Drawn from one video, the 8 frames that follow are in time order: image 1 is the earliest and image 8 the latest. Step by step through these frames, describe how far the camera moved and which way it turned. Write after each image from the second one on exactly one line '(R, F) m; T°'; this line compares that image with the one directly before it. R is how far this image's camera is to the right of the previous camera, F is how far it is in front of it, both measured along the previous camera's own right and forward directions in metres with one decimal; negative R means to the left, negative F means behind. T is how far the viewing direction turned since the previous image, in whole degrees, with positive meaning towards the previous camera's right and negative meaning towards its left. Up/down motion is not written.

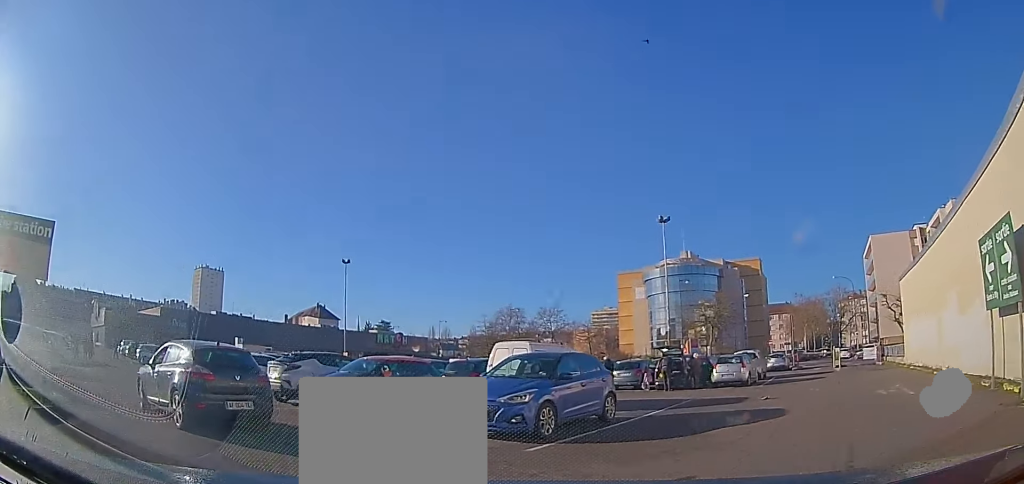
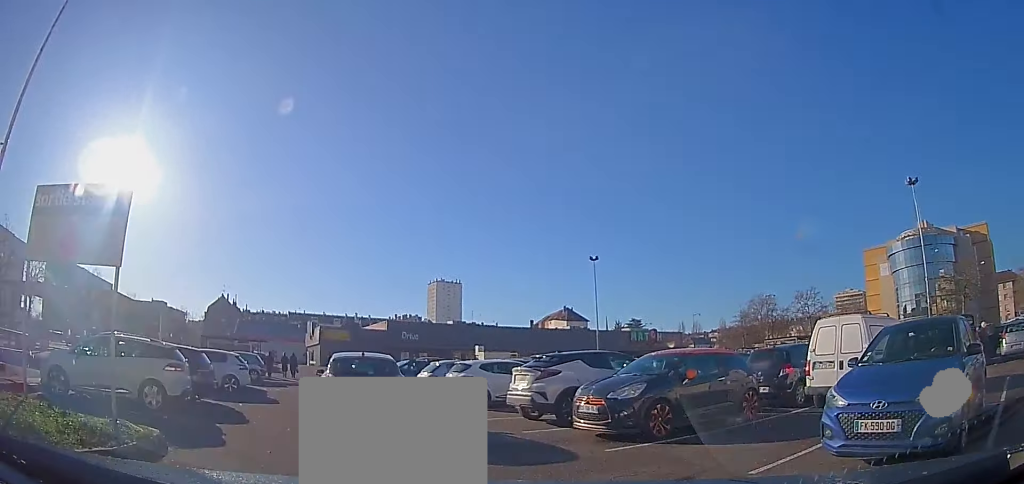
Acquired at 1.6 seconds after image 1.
(-0.8, +3.8) m; -21°
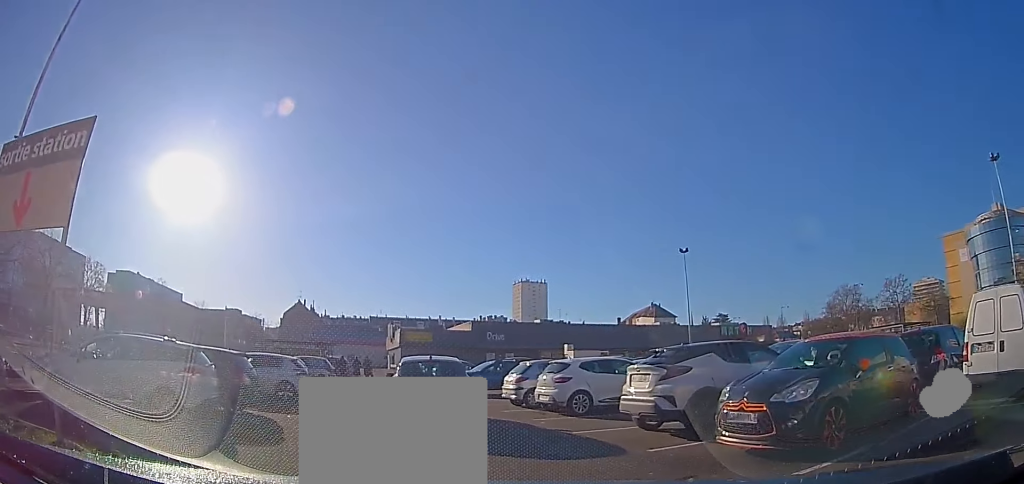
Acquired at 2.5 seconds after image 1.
(-0.2, +2.4) m; -7°
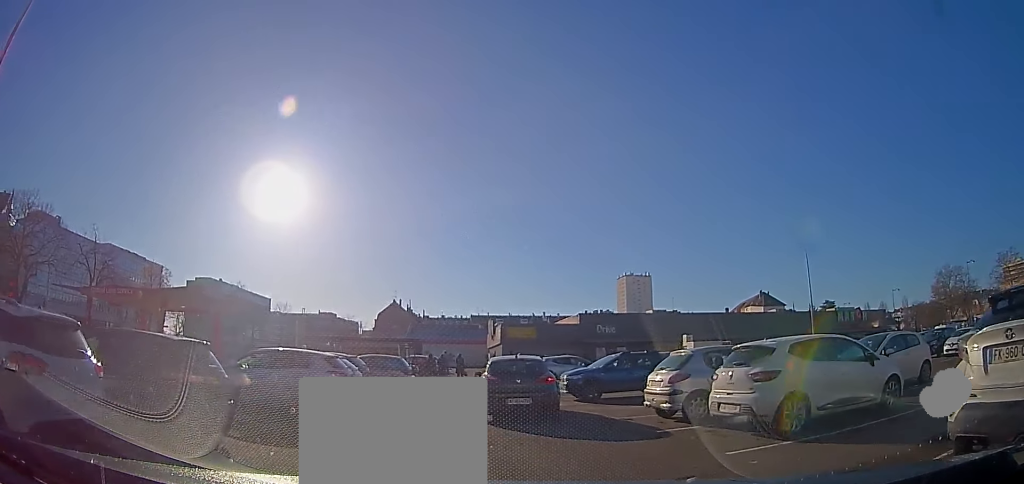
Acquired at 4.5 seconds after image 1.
(-0.2, +5.2) m; -5°
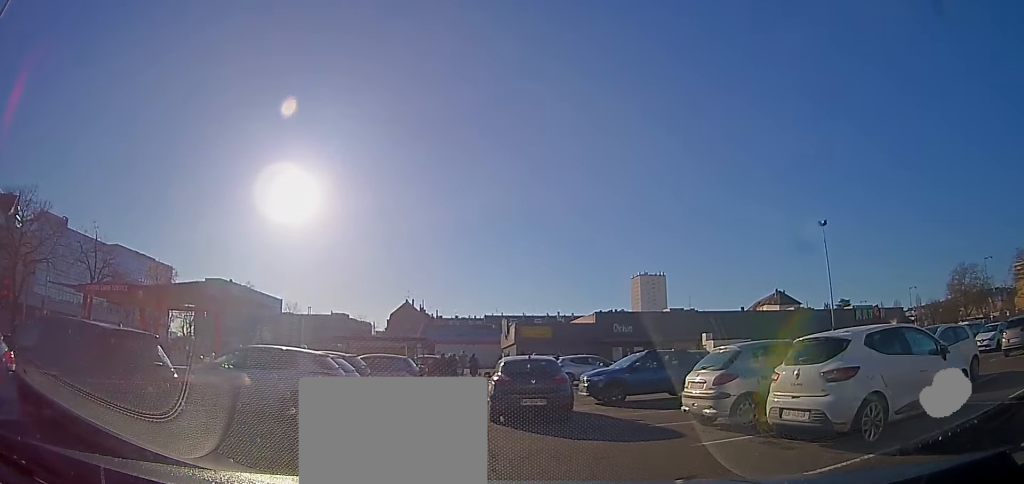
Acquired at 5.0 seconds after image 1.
(0.0, +1.4) m; -2°
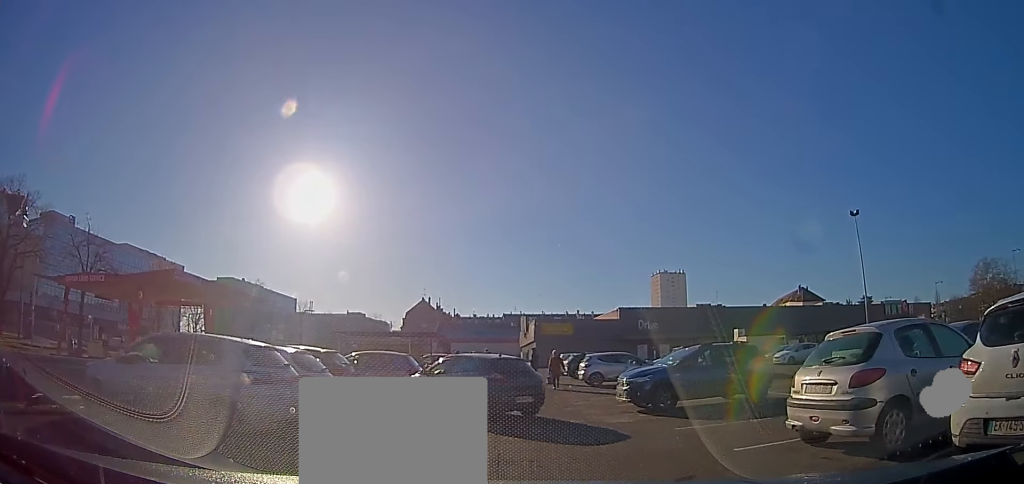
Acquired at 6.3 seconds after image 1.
(-0.1, +3.1) m; -3°
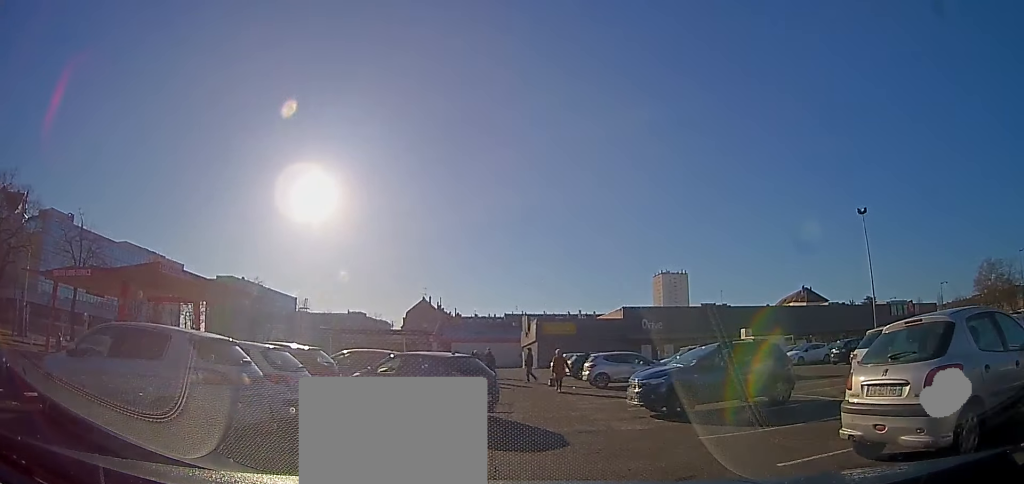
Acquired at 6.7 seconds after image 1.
(0.0, +1.1) m; +1°
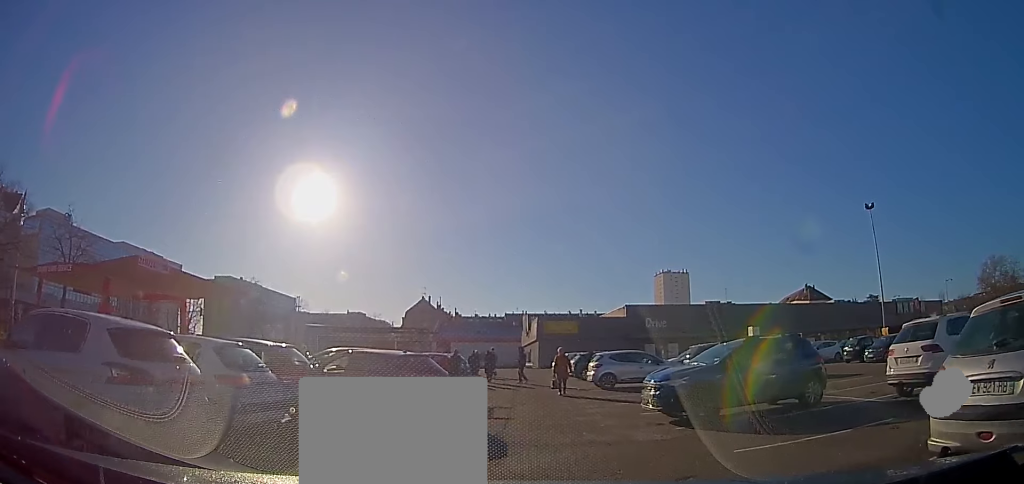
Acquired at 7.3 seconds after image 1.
(0.0, +1.3) m; +1°
